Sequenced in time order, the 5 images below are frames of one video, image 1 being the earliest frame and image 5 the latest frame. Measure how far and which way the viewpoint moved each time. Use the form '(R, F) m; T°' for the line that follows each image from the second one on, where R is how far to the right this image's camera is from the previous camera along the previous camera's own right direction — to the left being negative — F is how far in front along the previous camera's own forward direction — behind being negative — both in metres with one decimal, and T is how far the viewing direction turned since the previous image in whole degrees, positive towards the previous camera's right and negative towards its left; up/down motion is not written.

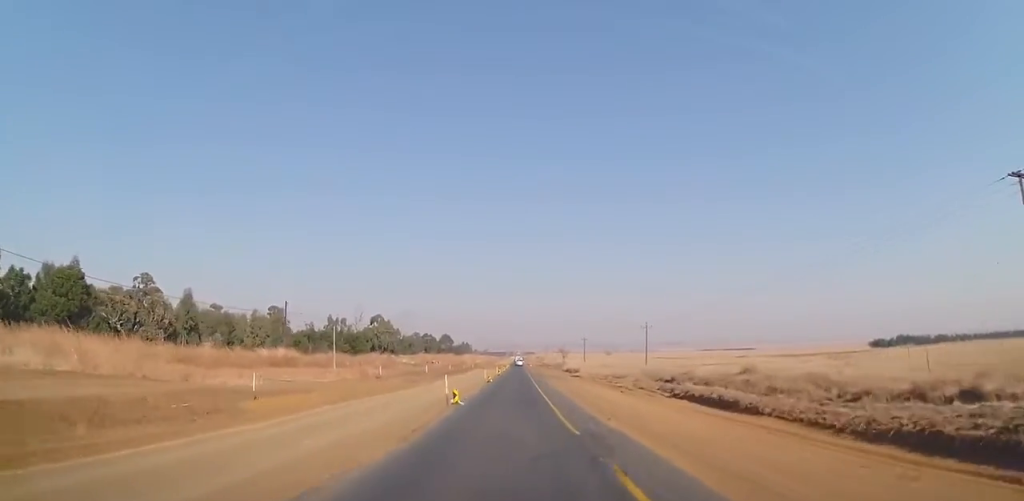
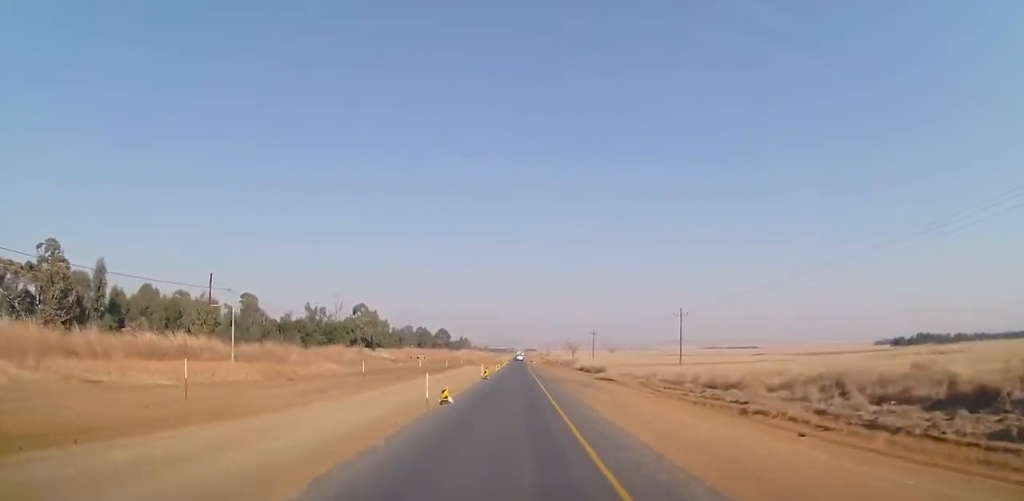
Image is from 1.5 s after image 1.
(+0.1, +24.0) m; 0°
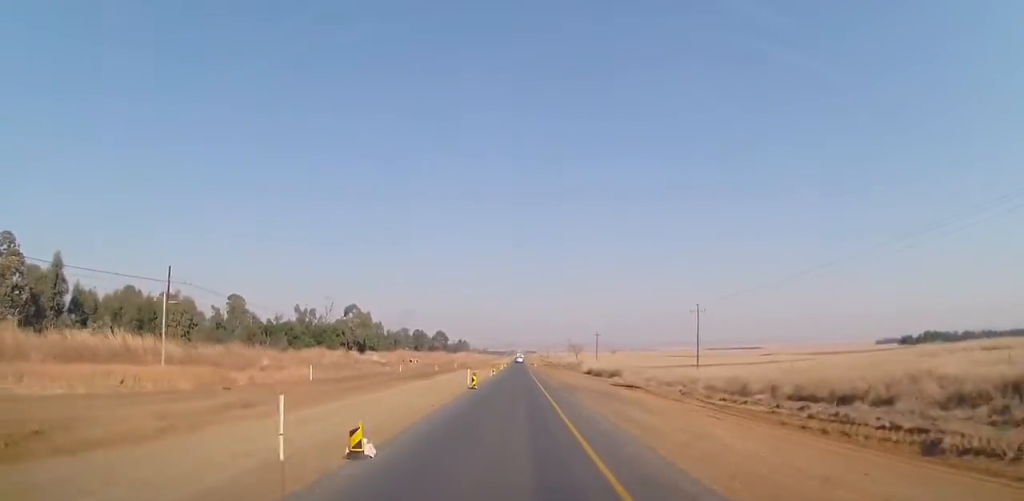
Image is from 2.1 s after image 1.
(0.0, +9.1) m; 0°
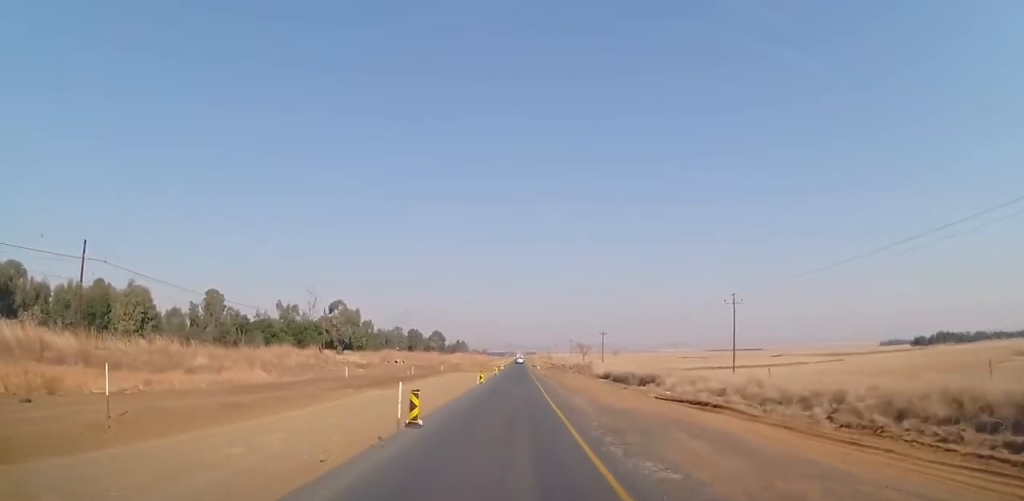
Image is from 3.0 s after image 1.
(-0.1, +14.6) m; -1°
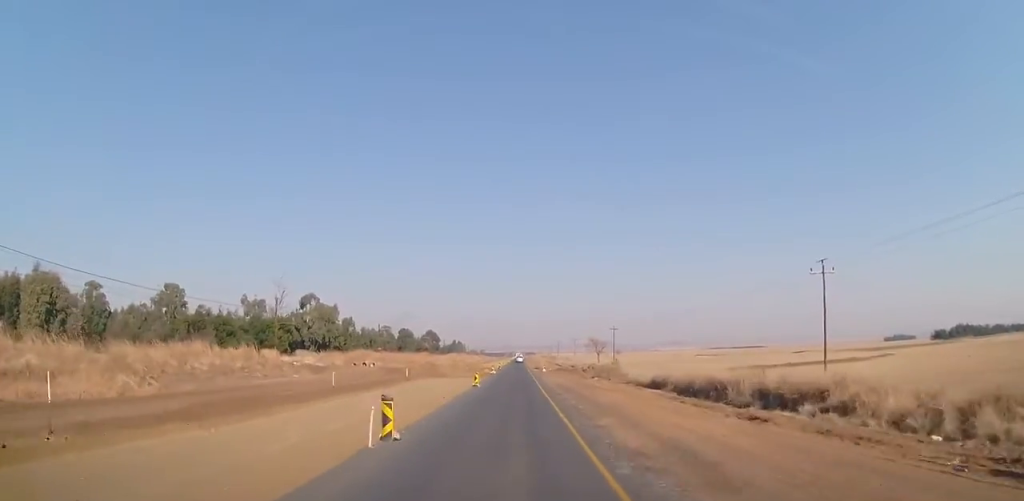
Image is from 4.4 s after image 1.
(-0.1, +22.2) m; 0°
